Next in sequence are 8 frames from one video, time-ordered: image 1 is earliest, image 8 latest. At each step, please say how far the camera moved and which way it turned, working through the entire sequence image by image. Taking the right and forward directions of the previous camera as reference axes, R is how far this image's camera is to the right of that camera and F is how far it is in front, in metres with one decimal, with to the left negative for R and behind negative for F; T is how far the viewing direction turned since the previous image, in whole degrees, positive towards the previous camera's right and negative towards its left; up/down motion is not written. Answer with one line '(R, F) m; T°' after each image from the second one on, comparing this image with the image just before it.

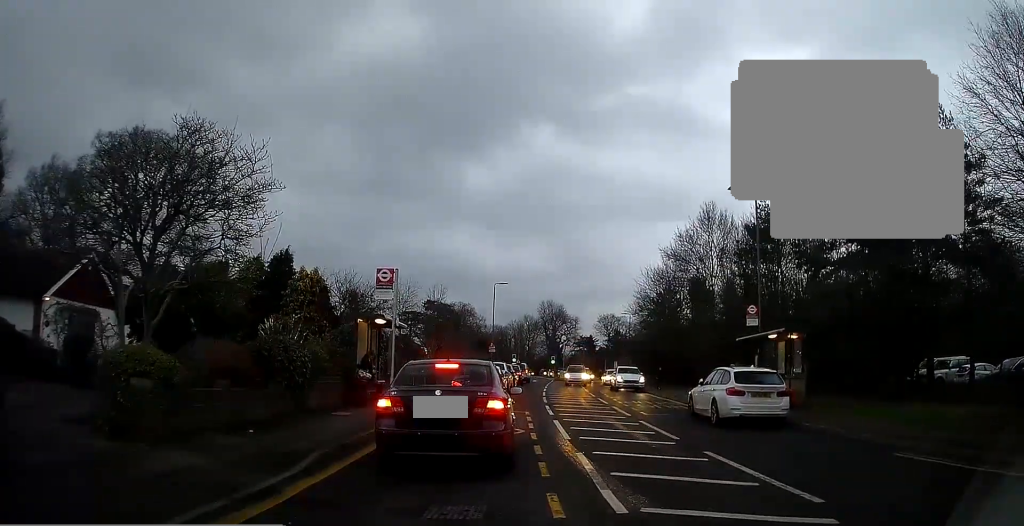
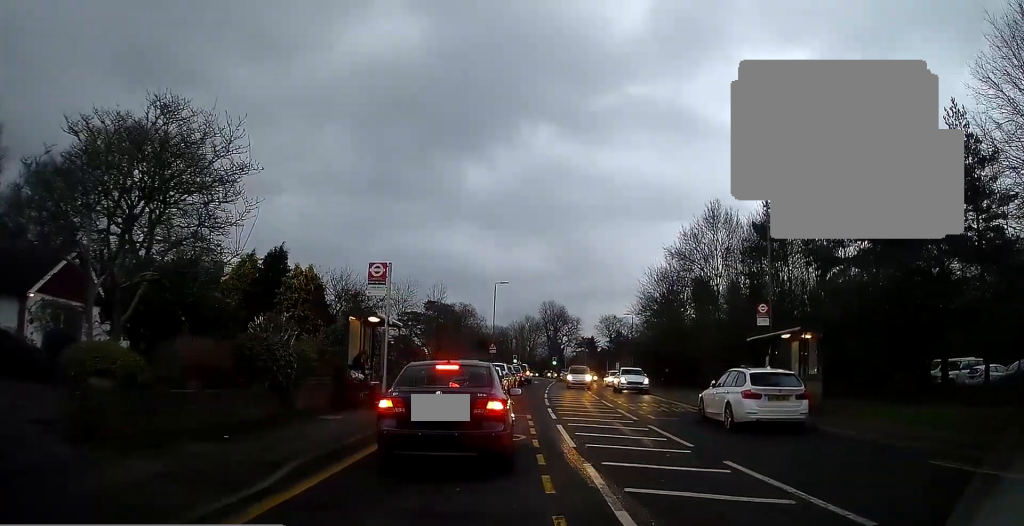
(-0.1, +1.1) m; -1°
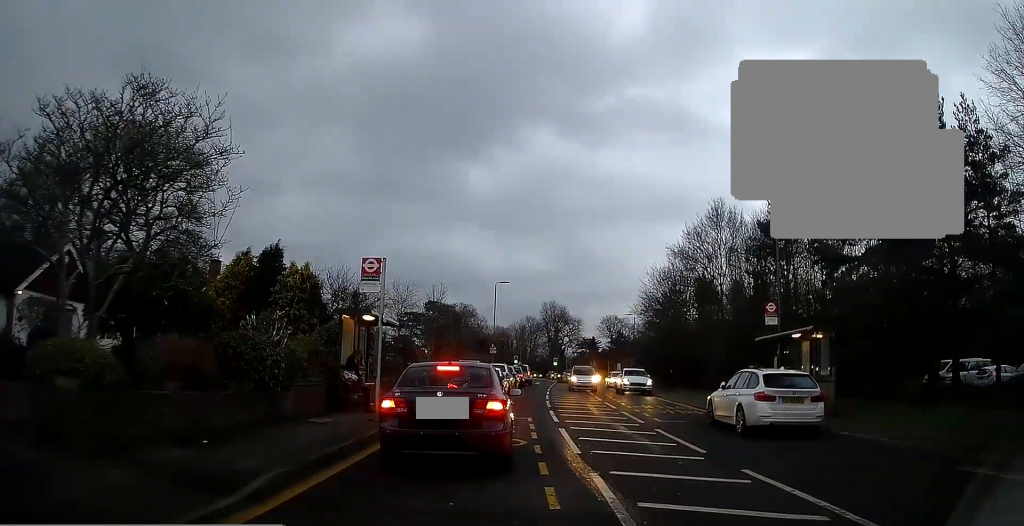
(0.0, +0.8) m; 0°
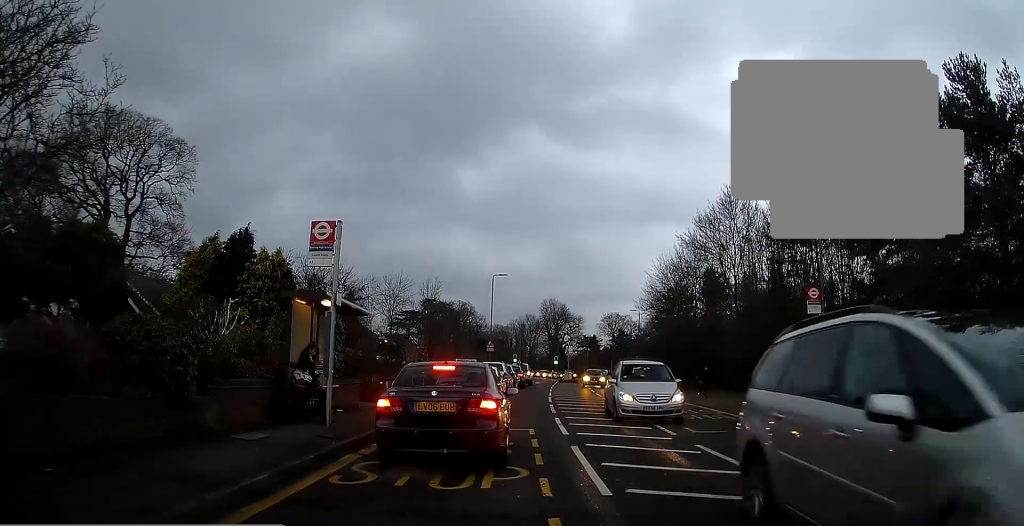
(+0.1, +3.0) m; 0°
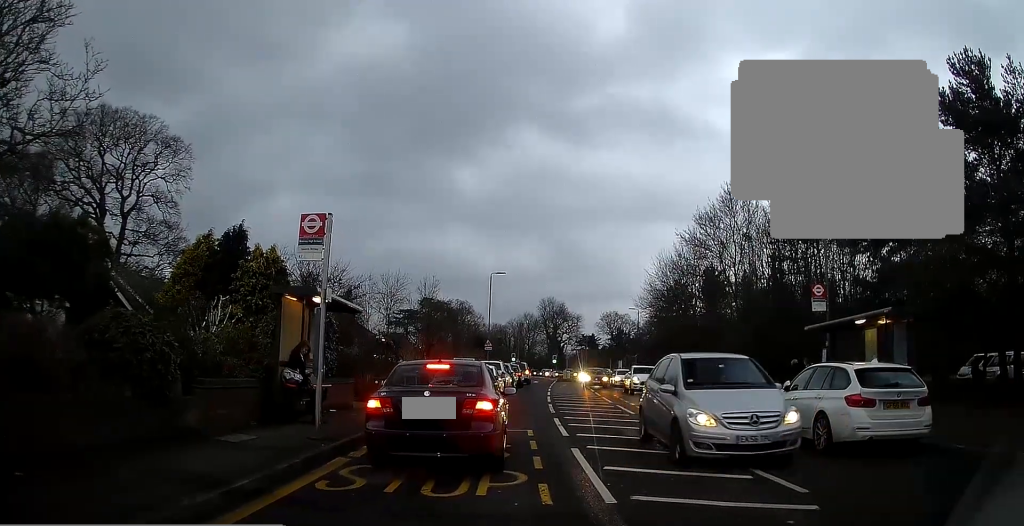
(0.0, +0.3) m; 0°
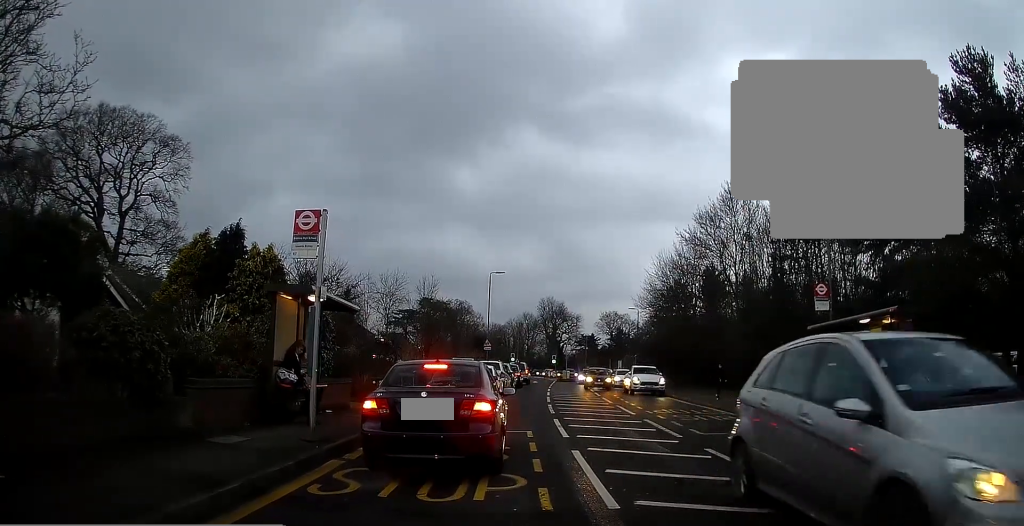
(0.0, +0.2) m; 0°
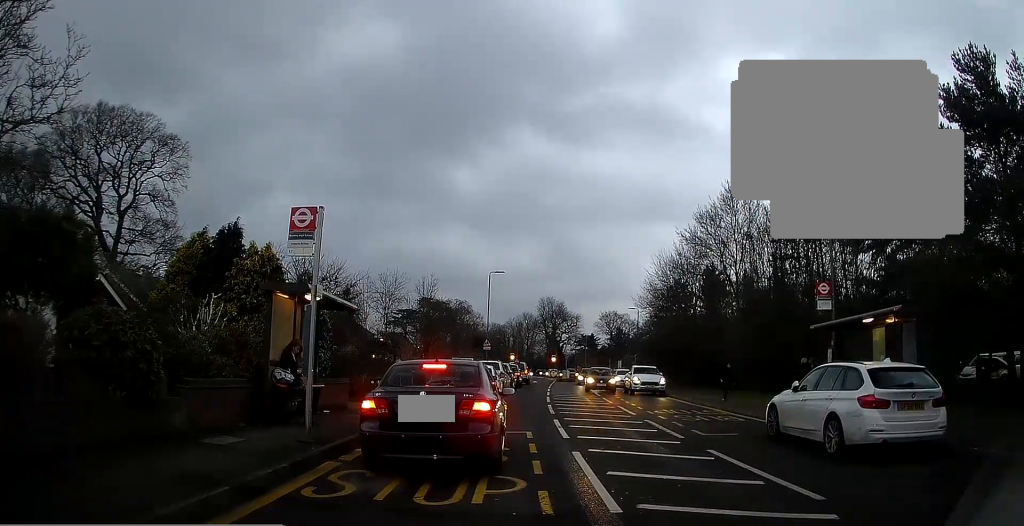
(0.0, +0.2) m; 0°
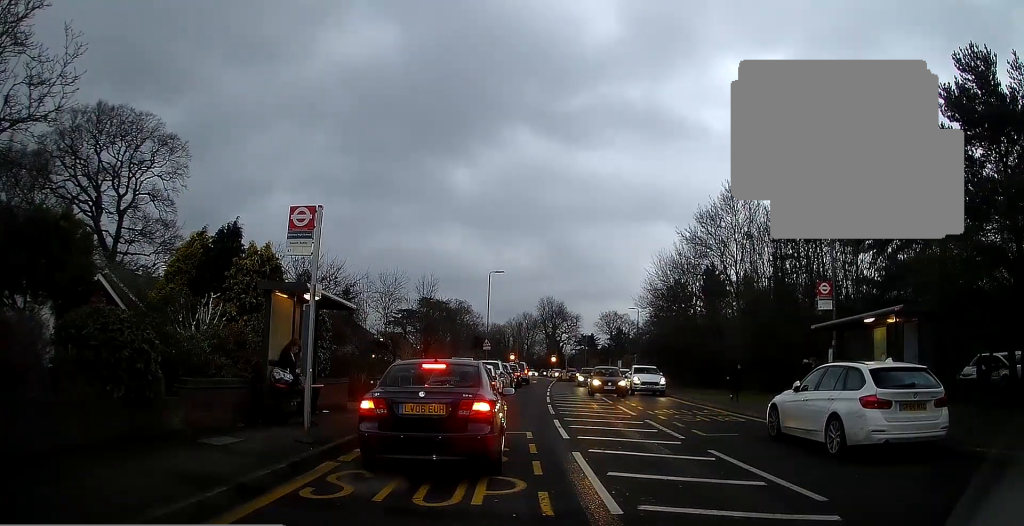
(0.0, +0.1) m; 0°
